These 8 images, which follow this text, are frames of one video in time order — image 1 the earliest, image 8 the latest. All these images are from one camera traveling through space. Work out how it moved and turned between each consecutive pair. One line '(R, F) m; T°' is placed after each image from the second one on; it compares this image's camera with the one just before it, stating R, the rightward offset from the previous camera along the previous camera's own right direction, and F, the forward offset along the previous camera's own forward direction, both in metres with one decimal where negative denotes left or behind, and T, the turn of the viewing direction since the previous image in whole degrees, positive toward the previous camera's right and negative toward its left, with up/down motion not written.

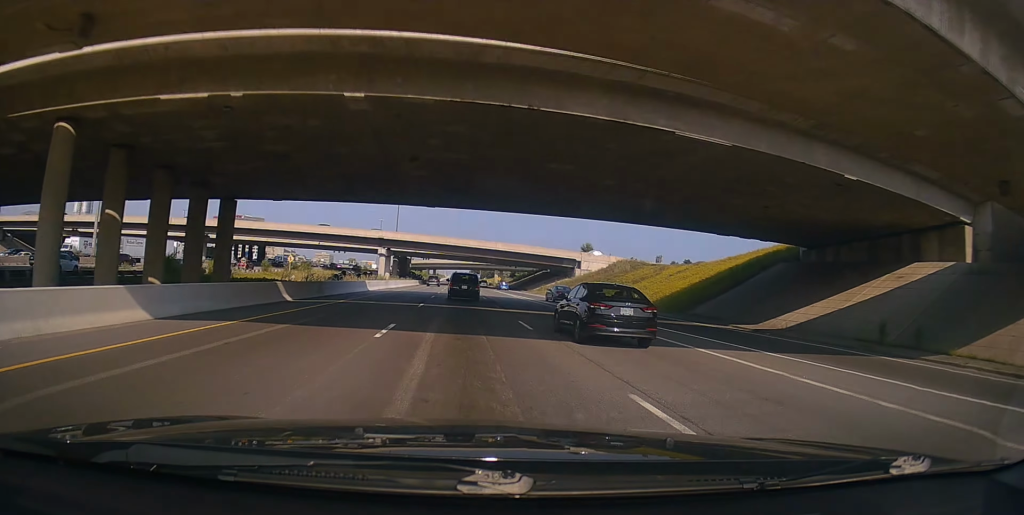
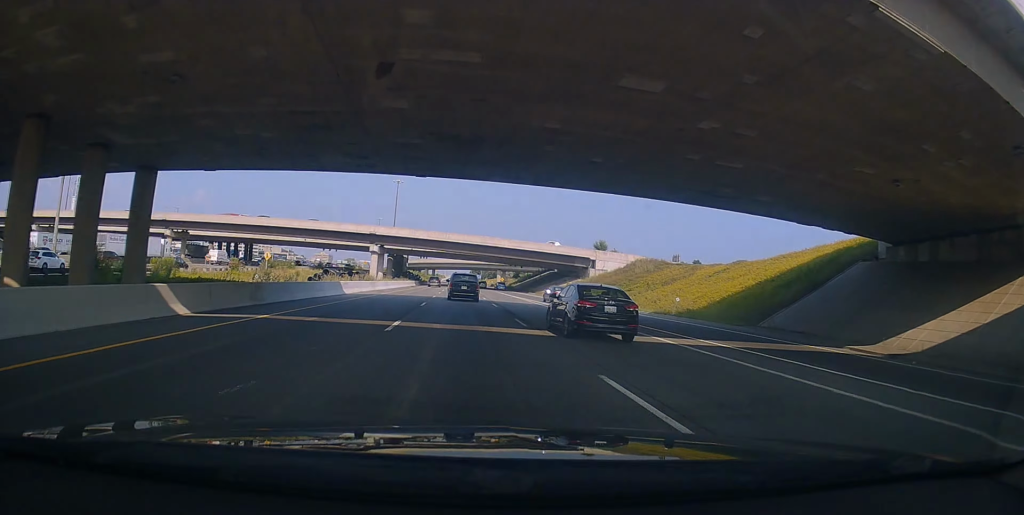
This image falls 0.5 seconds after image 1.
(0.0, +10.8) m; 0°
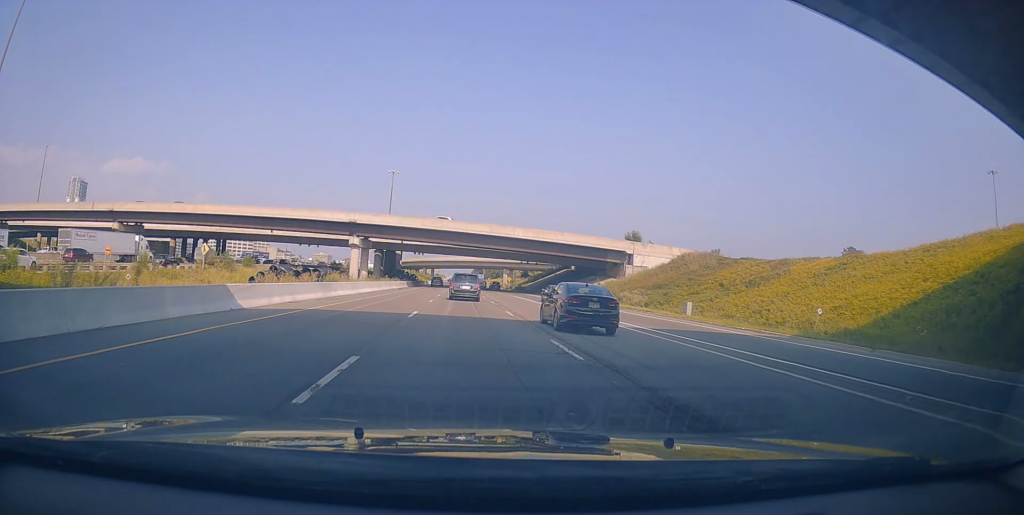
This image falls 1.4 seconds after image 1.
(0.0, +19.6) m; +1°
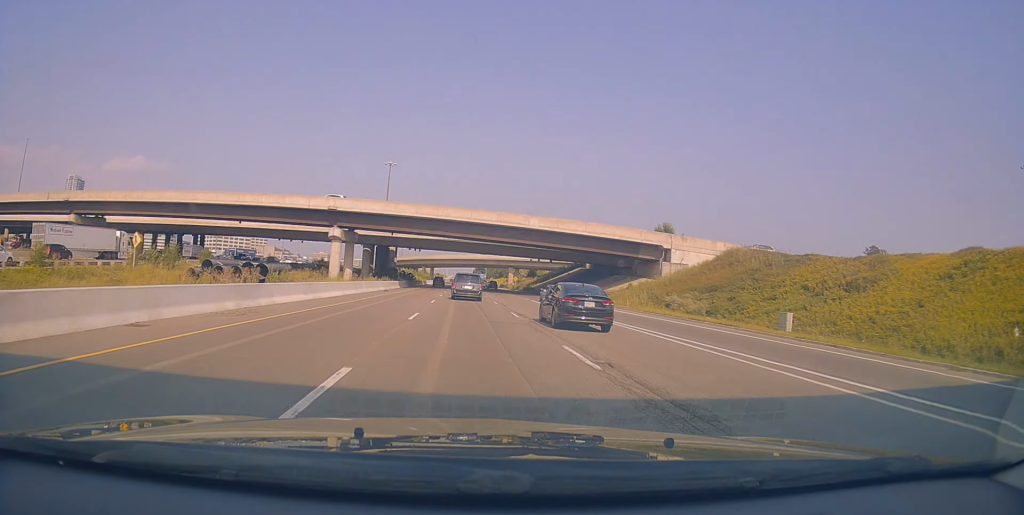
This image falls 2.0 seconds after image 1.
(+0.2, +13.0) m; -1°
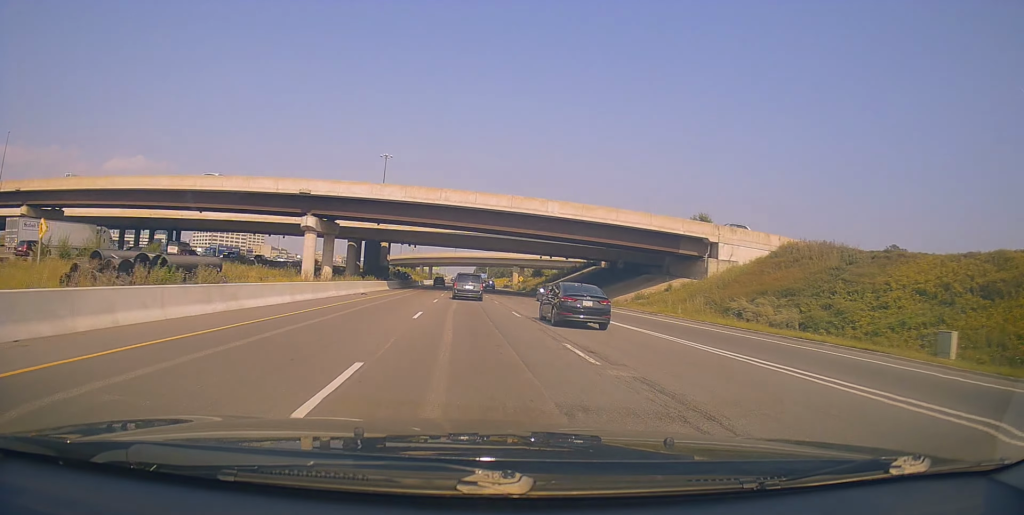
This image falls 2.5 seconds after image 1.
(+0.2, +11.5) m; -1°
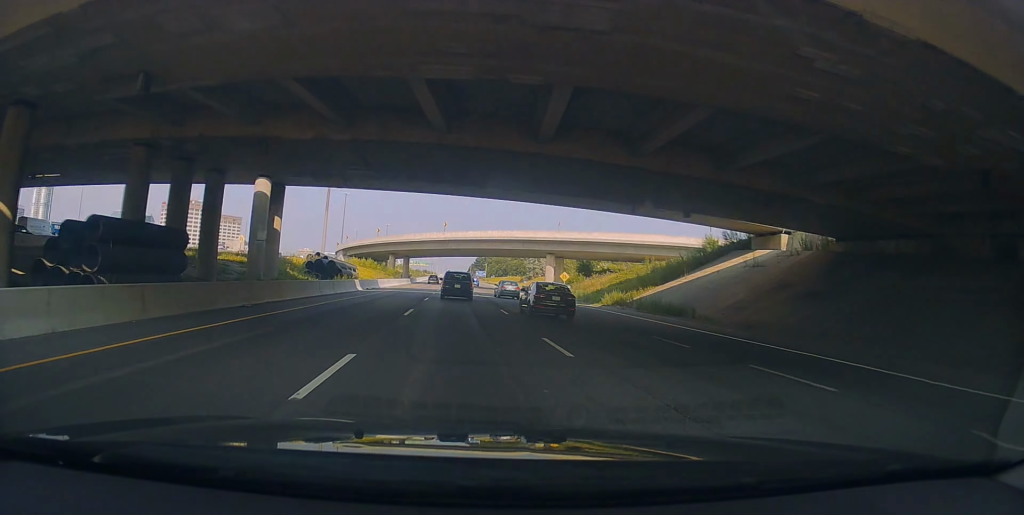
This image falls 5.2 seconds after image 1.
(+0.3, +59.9) m; +1°
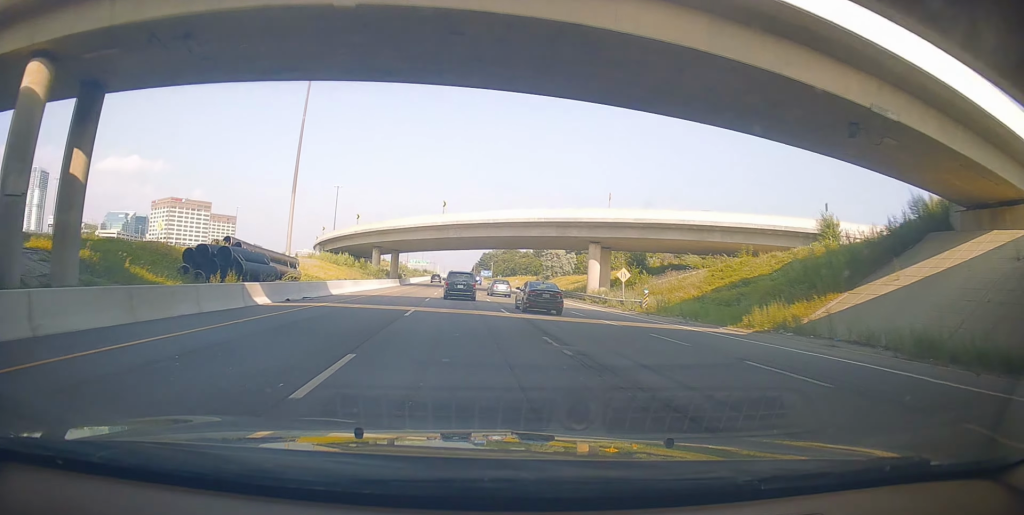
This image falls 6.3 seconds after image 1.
(-0.1, +24.9) m; 0°
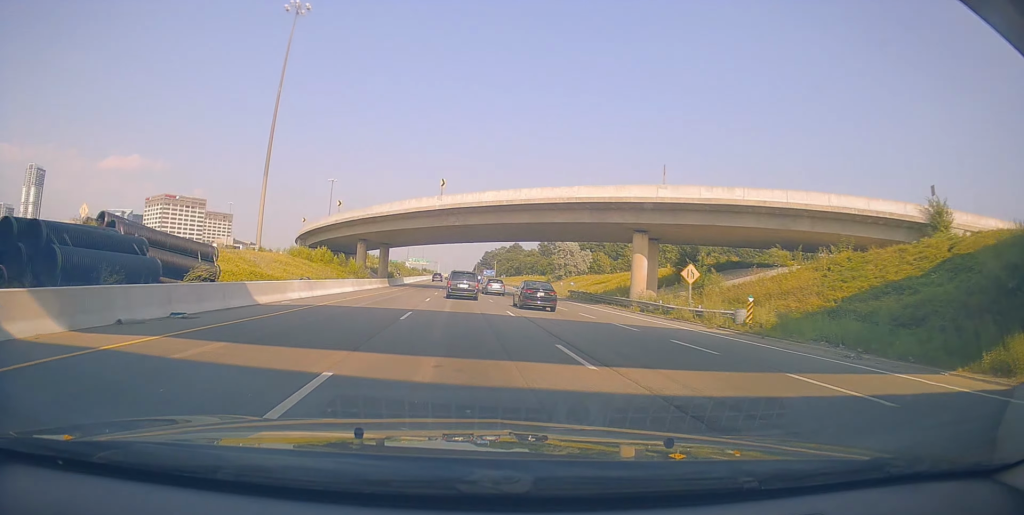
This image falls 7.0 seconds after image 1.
(0.0, +14.0) m; 0°
